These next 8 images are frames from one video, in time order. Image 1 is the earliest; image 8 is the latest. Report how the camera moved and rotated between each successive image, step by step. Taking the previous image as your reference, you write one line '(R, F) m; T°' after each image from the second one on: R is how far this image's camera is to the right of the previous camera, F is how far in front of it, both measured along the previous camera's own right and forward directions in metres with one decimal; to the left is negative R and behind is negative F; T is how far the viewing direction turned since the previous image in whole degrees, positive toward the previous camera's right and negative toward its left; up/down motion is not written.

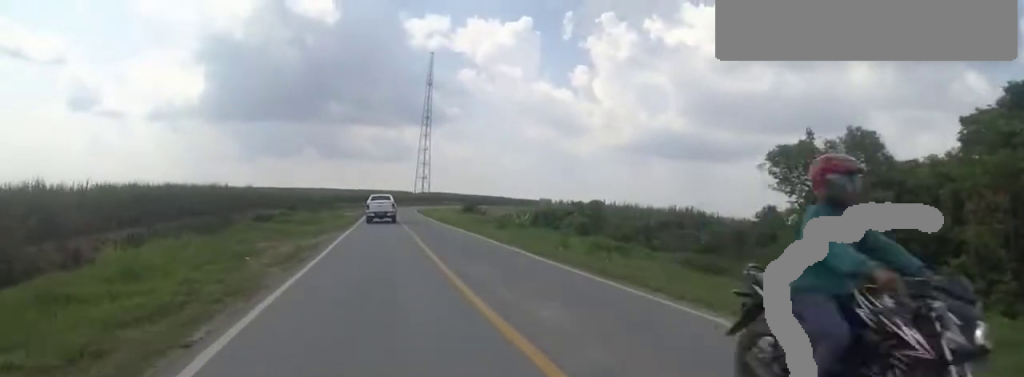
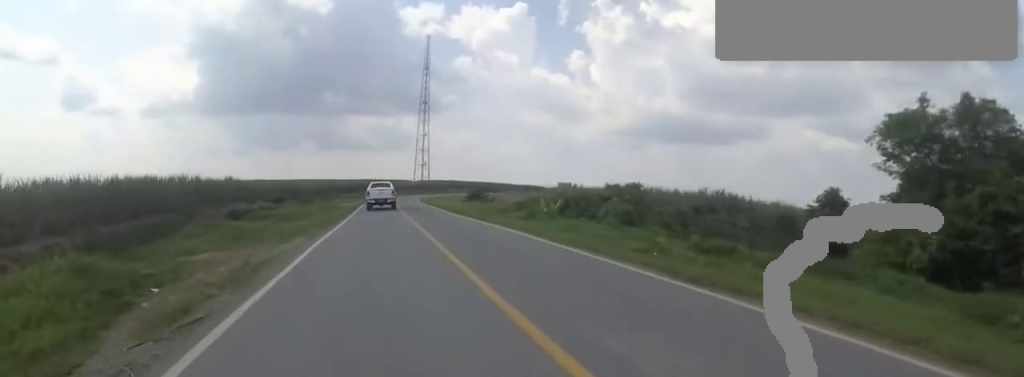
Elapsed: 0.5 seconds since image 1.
(0.0, +6.8) m; 0°
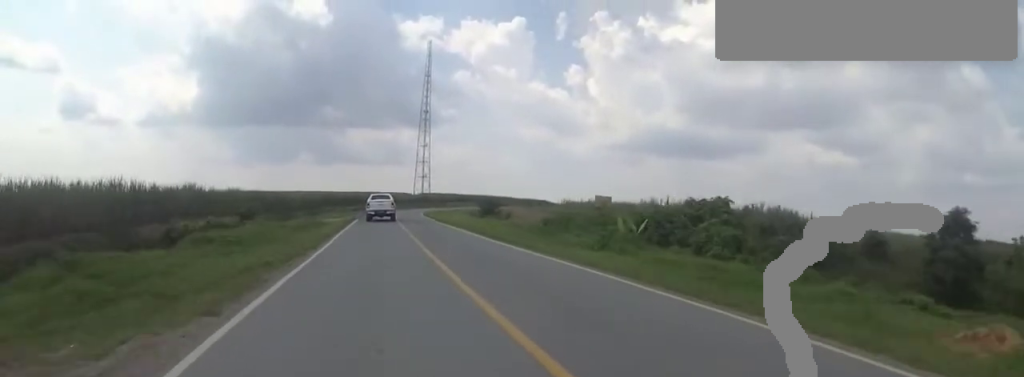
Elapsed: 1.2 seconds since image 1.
(0.0, +10.2) m; 0°
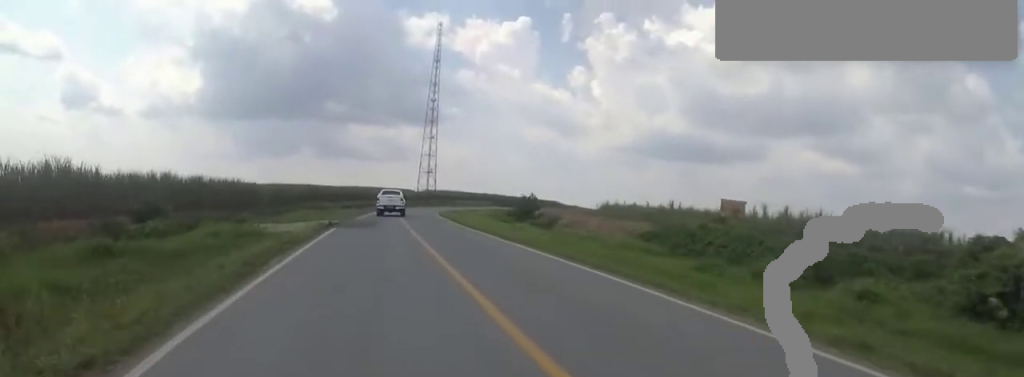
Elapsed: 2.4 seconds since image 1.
(0.0, +17.5) m; 0°
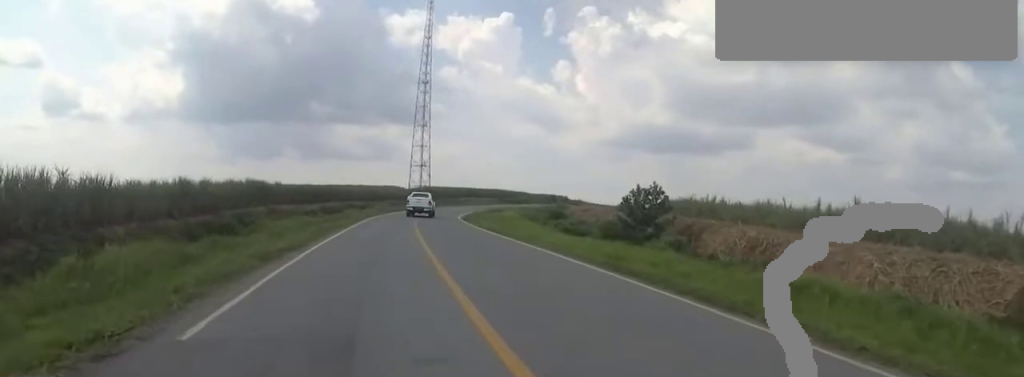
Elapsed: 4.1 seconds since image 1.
(0.0, +25.0) m; 0°
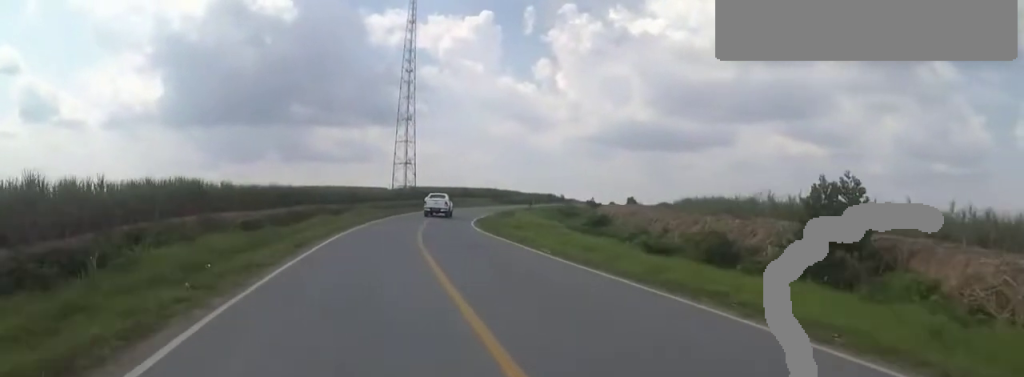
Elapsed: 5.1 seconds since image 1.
(0.0, +13.7) m; +2°
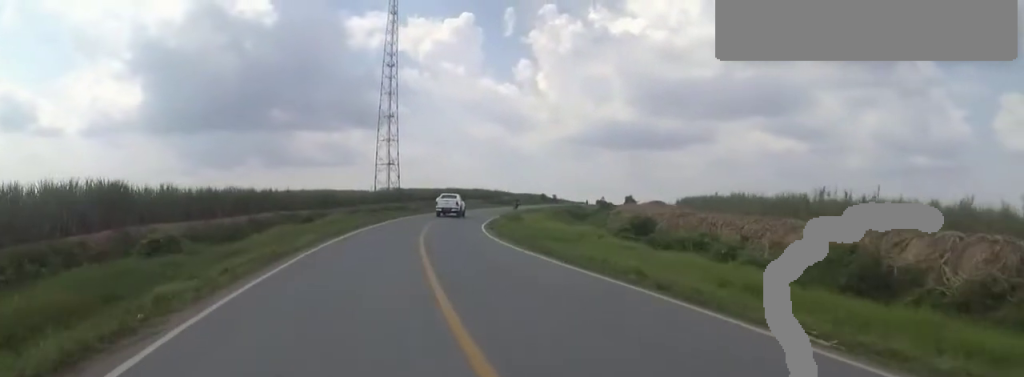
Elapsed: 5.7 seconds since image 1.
(-0.3, +9.0) m; +4°
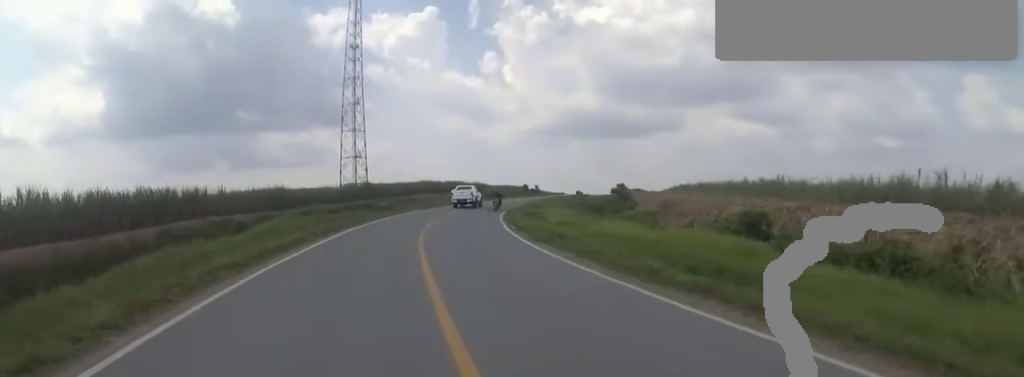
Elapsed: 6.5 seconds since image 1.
(+1.3, +11.9) m; +5°
